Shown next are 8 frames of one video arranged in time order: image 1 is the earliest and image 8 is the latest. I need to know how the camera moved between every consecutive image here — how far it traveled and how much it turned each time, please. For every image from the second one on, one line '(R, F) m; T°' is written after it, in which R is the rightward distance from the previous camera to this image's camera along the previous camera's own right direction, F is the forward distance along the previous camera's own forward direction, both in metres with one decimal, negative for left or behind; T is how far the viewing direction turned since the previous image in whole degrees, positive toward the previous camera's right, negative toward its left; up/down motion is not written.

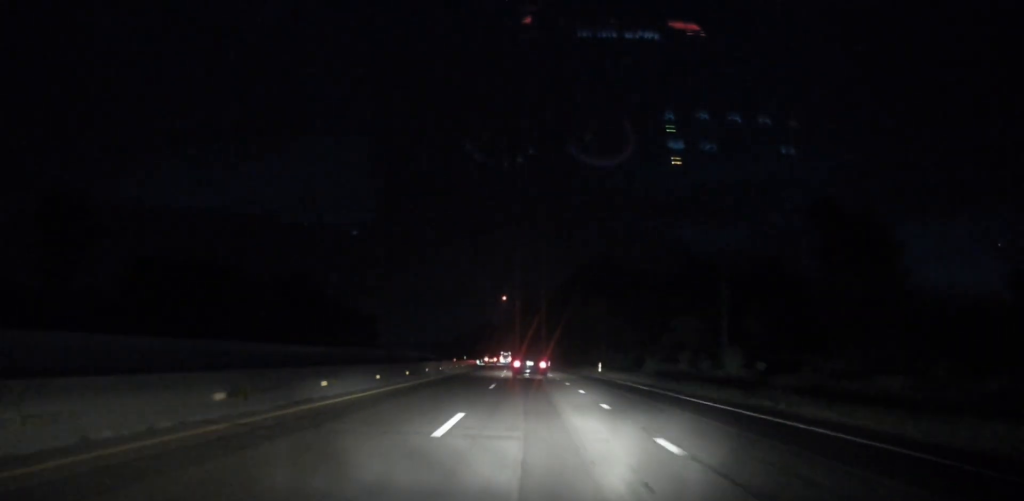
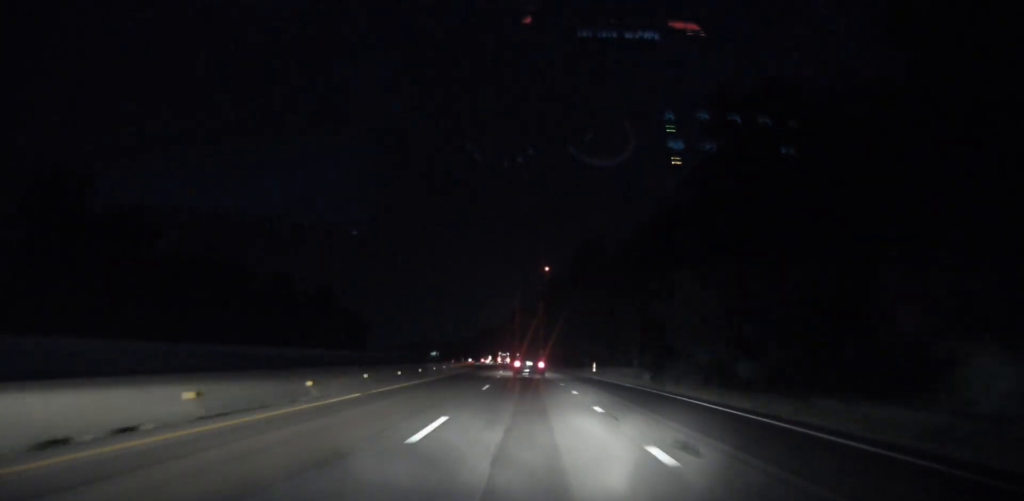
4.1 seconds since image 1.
(-4.5, +122.3) m; -4°
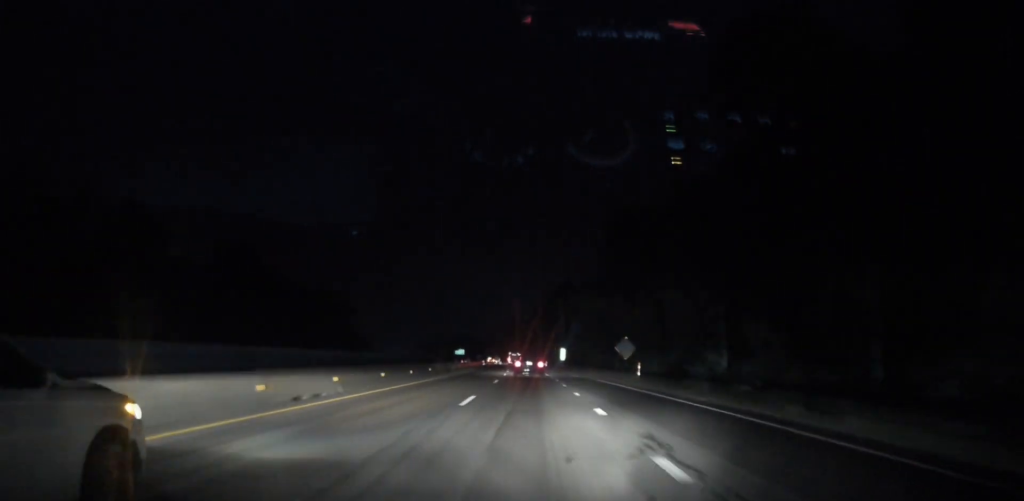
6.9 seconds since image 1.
(-1.7, +83.8) m; -3°
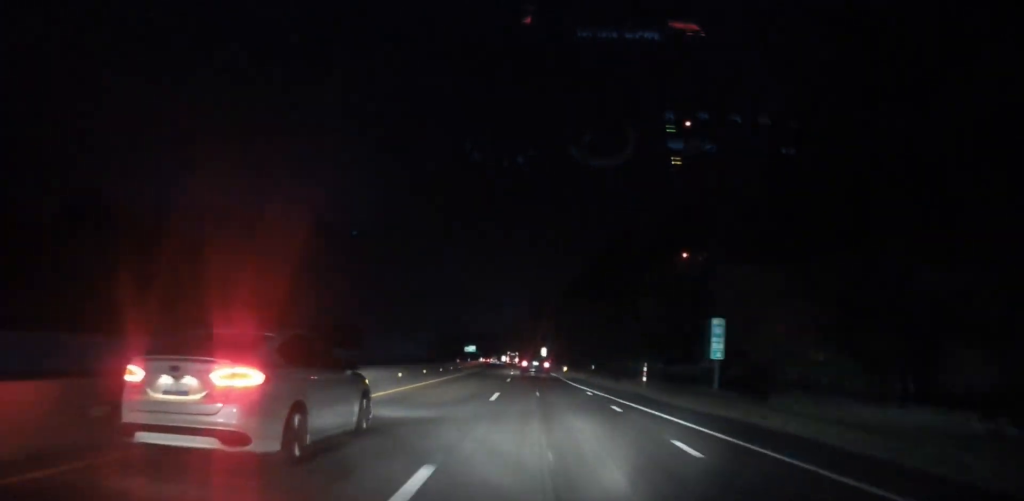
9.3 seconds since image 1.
(-1.8, +71.0) m; -2°
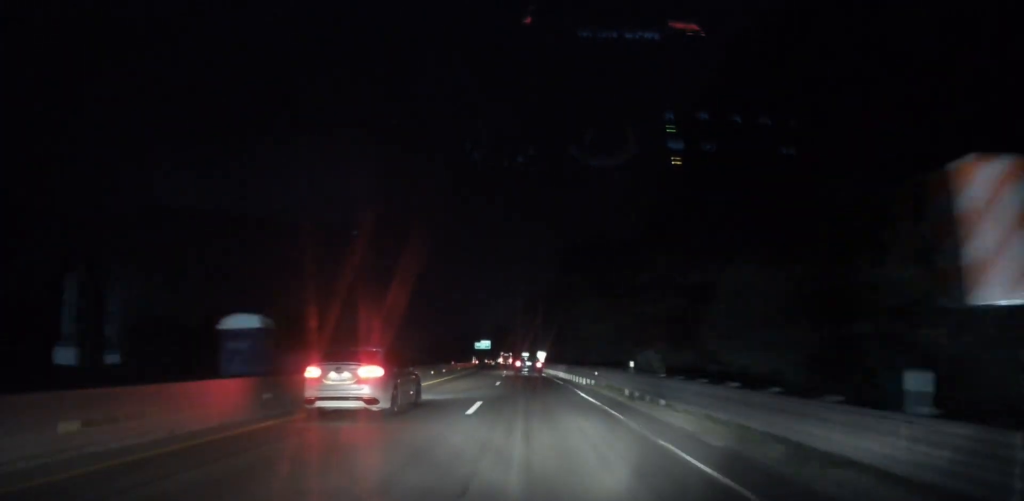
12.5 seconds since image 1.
(-3.0, +98.5) m; -3°
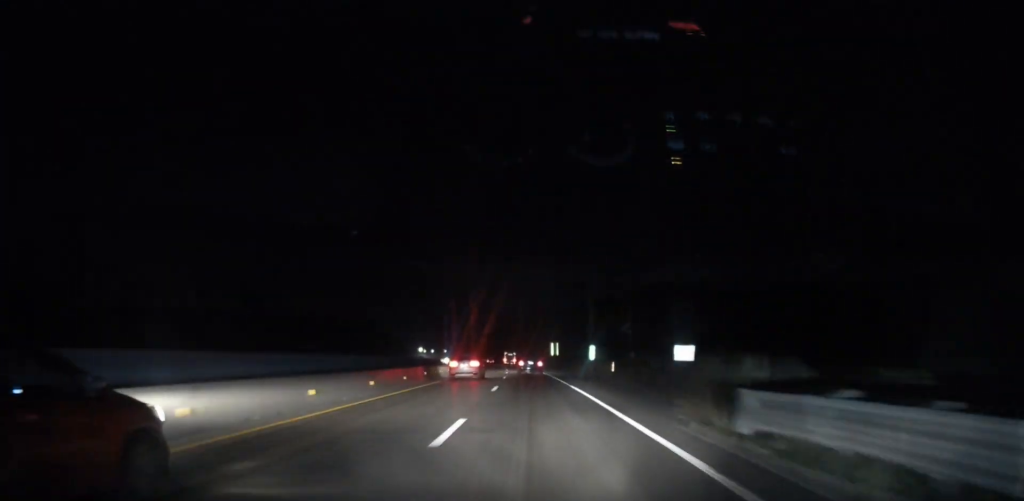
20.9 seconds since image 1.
(-18.2, +254.9) m; -8°
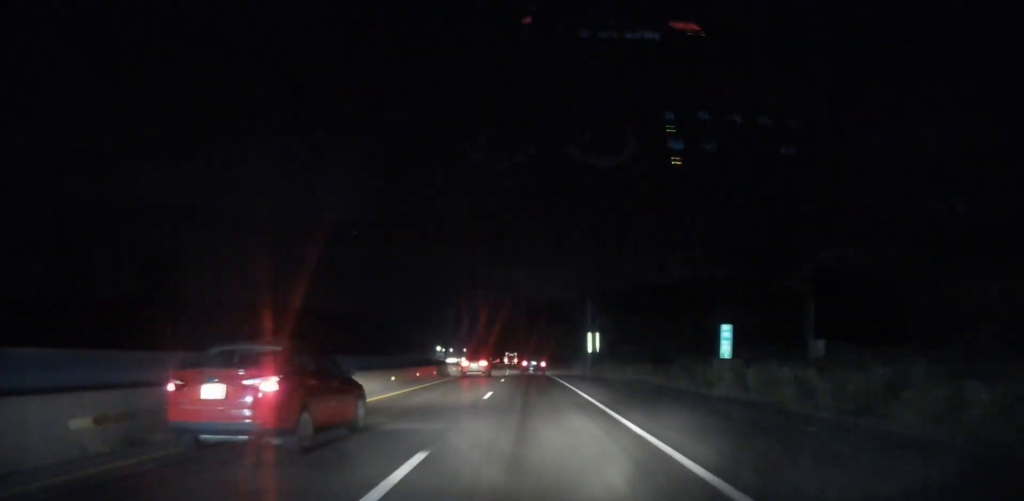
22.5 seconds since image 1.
(+0.2, +45.6) m; -2°
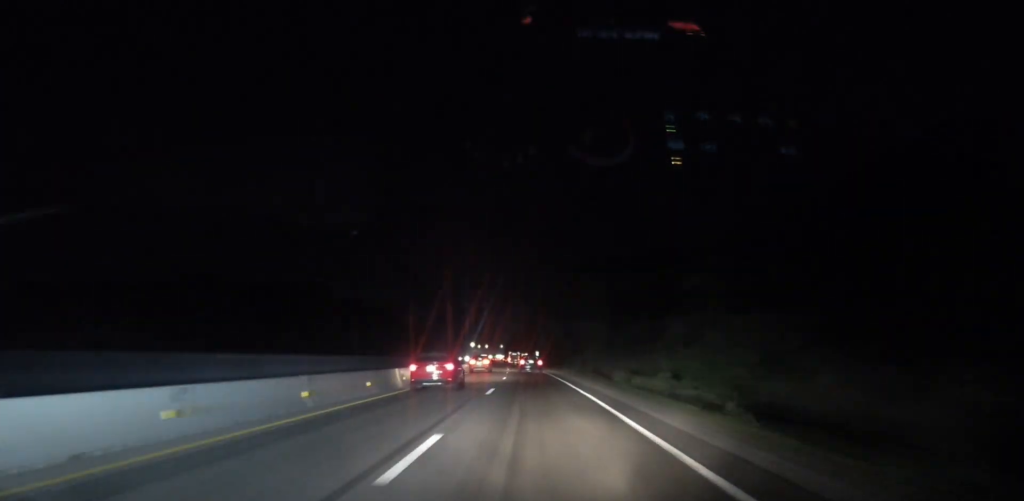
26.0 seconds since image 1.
(-3.0, +102.1) m; -3°
